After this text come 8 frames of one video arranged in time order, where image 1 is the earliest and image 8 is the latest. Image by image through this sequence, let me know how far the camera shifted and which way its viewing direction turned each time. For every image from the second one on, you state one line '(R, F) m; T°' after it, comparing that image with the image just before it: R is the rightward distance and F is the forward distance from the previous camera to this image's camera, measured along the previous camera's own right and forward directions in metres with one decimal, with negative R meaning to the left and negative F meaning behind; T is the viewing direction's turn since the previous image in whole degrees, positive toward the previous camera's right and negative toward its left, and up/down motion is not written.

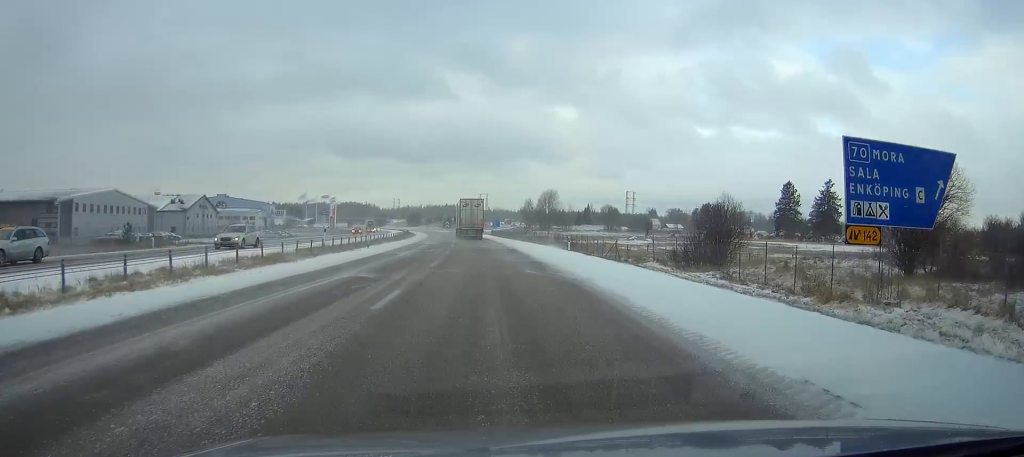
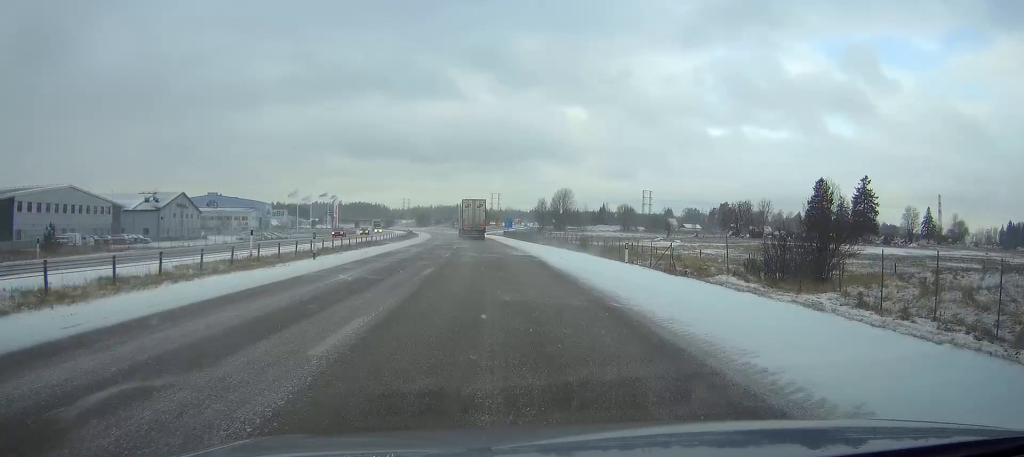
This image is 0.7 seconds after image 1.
(0.0, +15.6) m; -1°
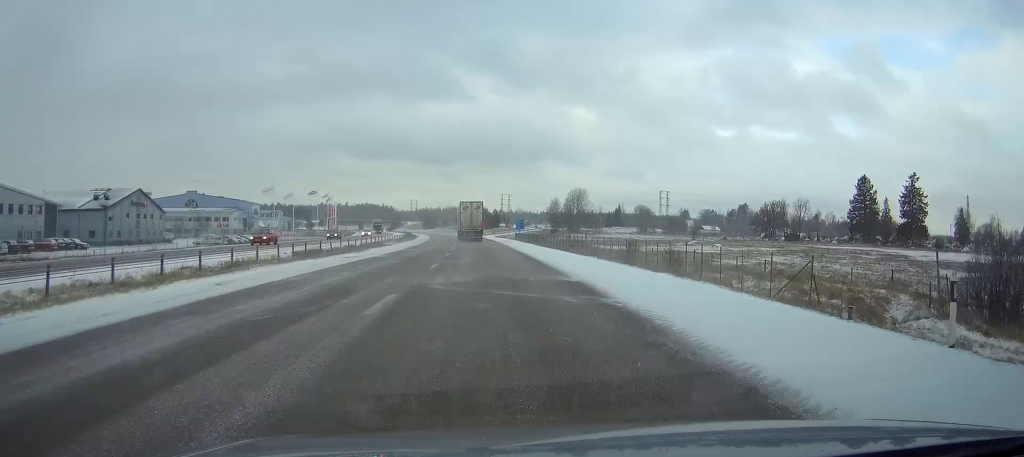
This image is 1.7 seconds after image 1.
(-0.2, +20.7) m; -1°
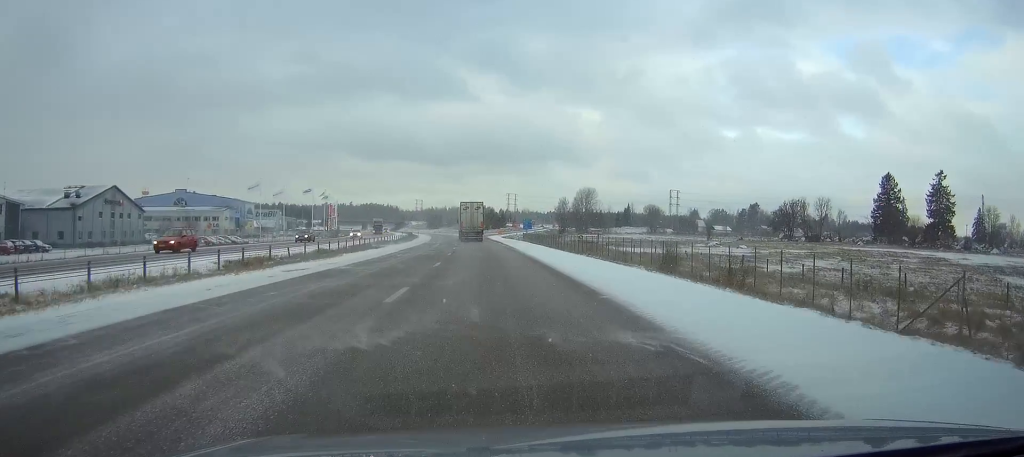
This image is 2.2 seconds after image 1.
(0.0, +10.0) m; 0°
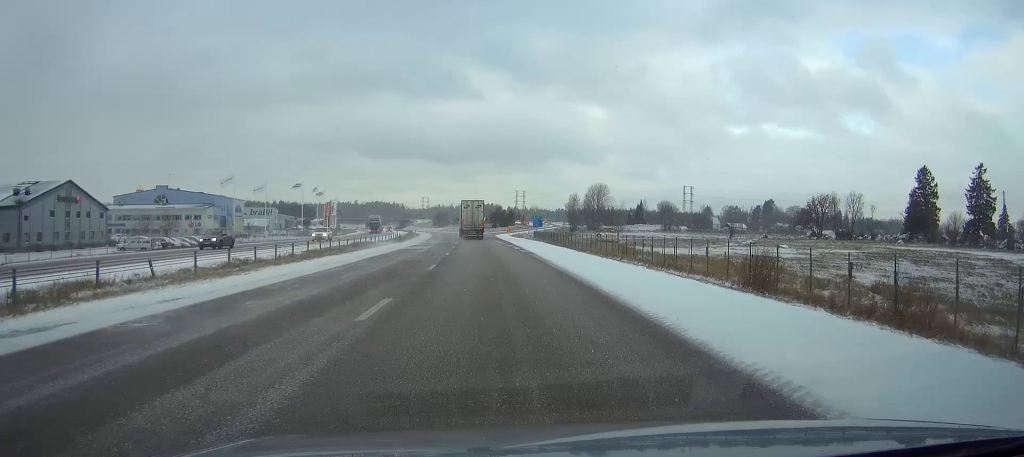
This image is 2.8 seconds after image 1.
(-0.1, +14.3) m; -1°
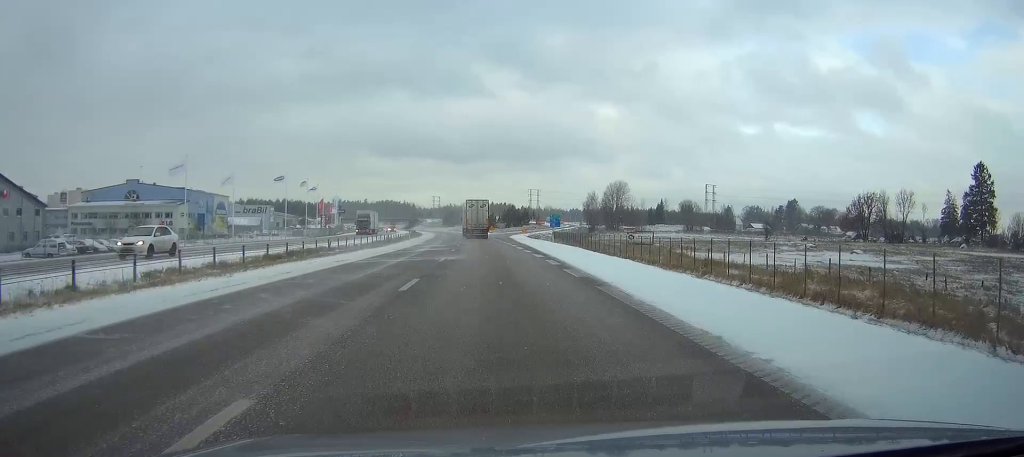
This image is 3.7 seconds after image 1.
(-0.1, +19.3) m; -1°
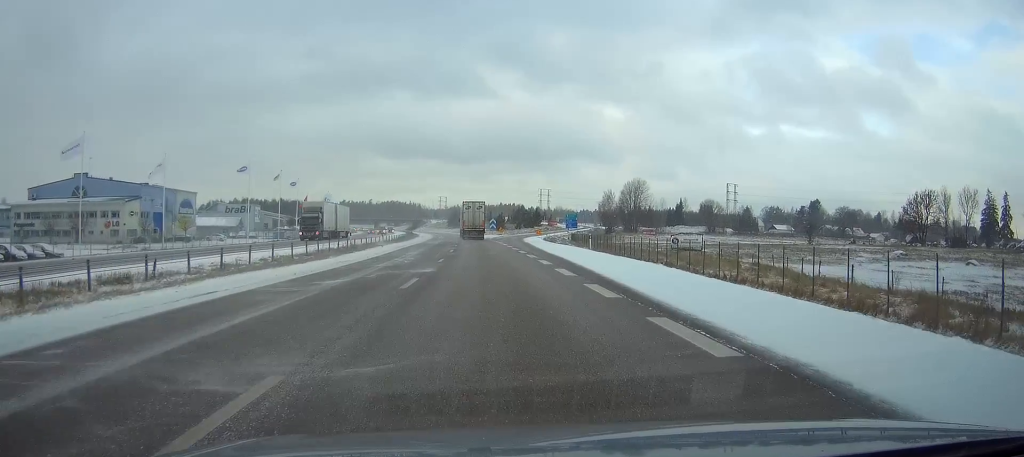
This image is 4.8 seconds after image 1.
(-0.2, +22.9) m; -1°
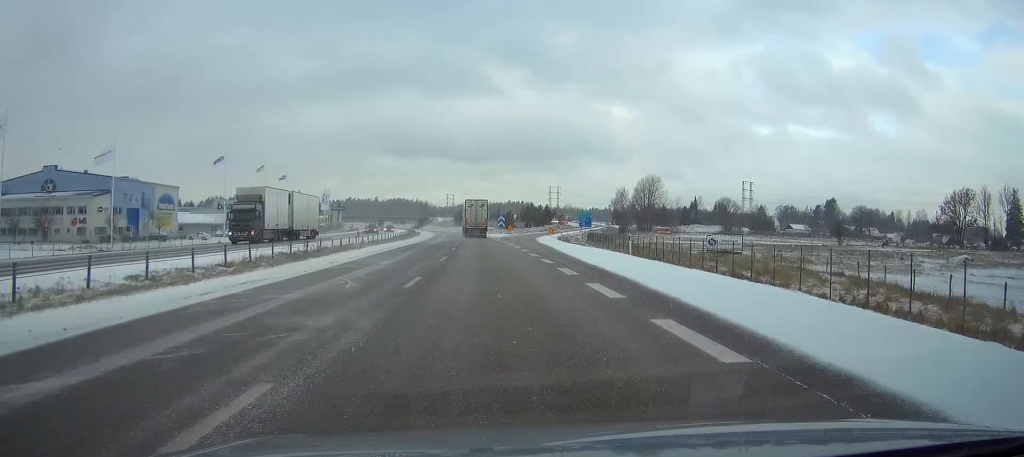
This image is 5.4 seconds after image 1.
(-0.1, +12.1) m; 0°
